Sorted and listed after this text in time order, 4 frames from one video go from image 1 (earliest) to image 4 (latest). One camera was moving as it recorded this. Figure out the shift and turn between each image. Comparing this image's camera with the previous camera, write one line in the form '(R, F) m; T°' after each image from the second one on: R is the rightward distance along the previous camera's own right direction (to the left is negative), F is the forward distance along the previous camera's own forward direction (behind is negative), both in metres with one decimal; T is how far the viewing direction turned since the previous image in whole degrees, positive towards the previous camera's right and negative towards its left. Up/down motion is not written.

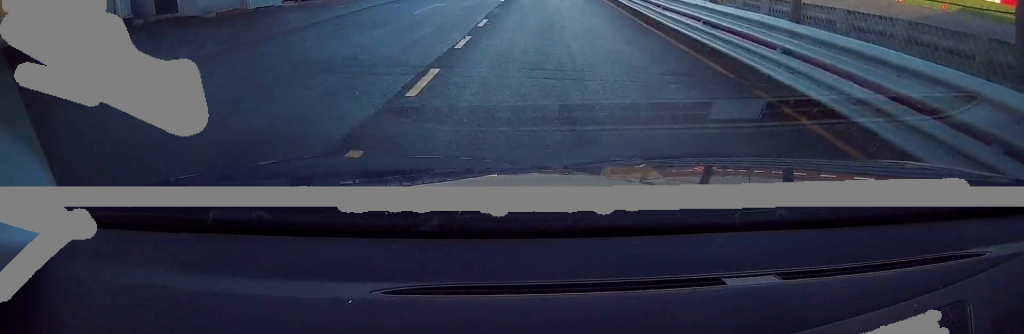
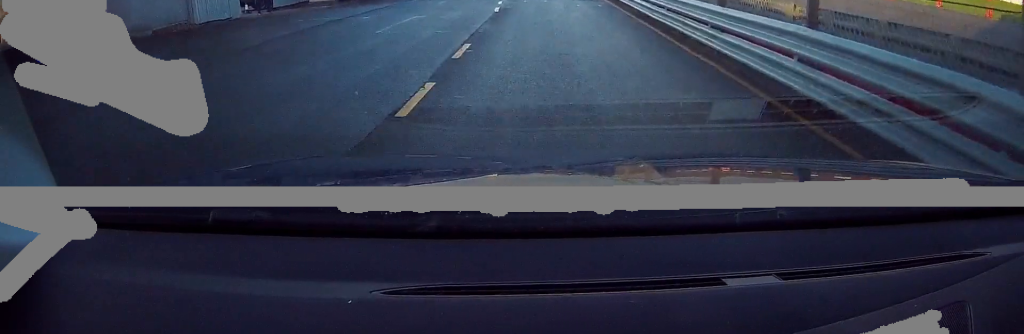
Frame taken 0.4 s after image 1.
(-0.2, +4.2) m; 0°
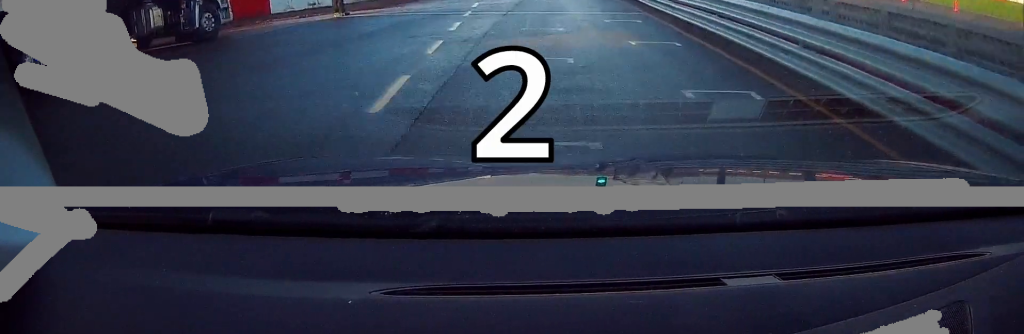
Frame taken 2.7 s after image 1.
(+0.3, +23.5) m; 0°
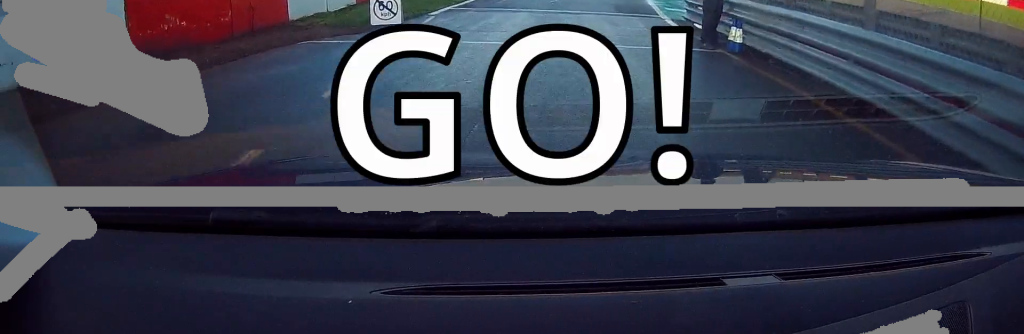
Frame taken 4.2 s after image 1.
(-0.3, +16.8) m; 0°
